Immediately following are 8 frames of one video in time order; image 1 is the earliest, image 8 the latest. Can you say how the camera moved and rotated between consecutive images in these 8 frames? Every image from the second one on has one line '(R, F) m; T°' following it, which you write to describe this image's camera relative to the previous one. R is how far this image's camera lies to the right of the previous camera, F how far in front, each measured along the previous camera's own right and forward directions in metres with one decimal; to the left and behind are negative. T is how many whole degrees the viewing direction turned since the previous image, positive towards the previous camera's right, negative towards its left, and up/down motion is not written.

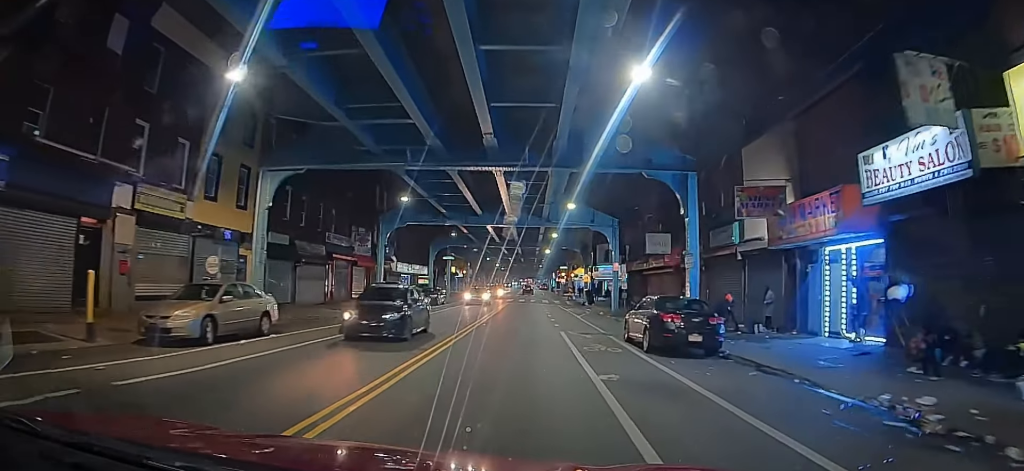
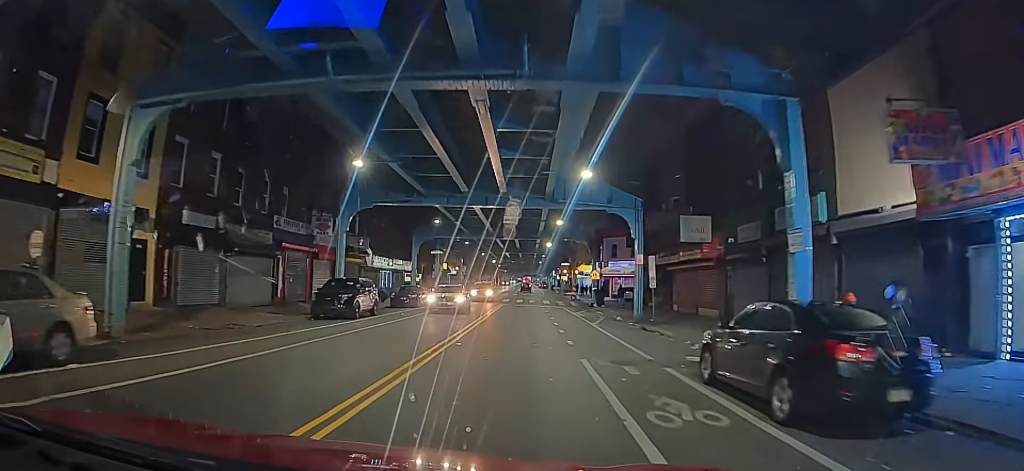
(0.0, +7.6) m; 0°
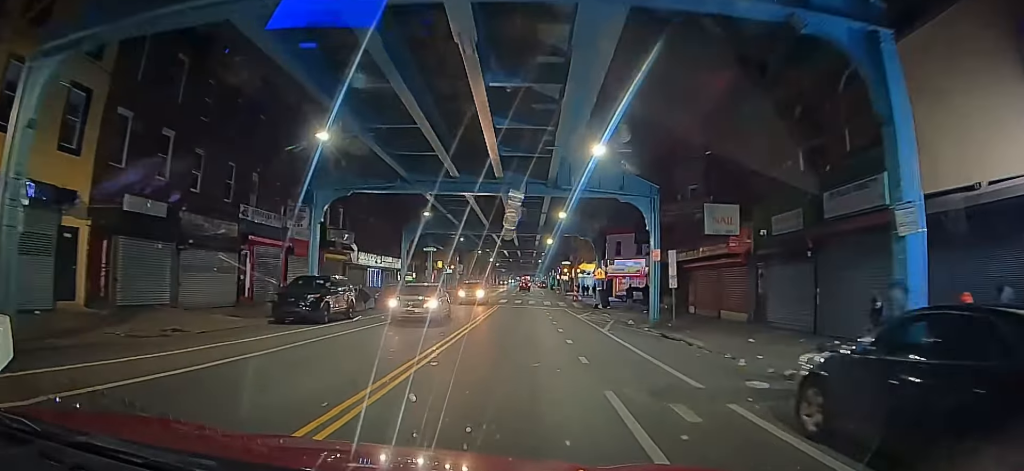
(0.0, +3.7) m; 0°
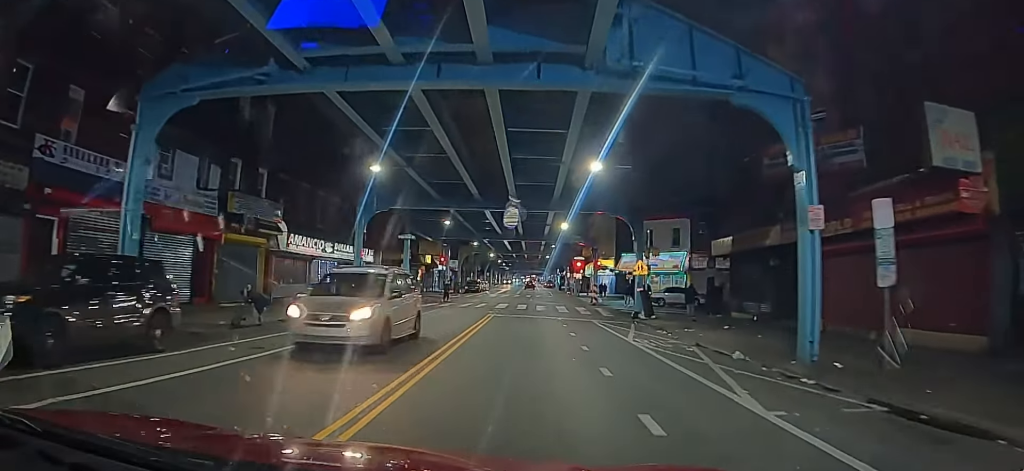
(-0.4, +12.2) m; -4°
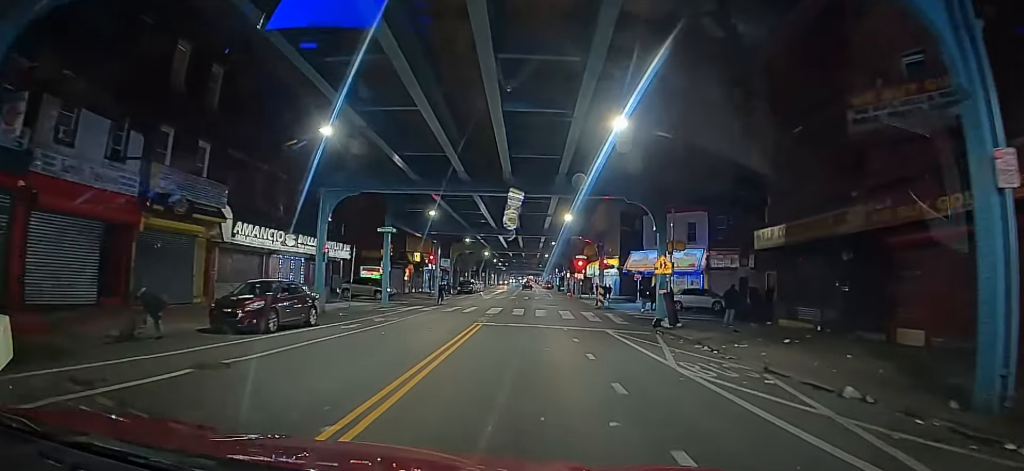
(-0.3, +5.1) m; 0°
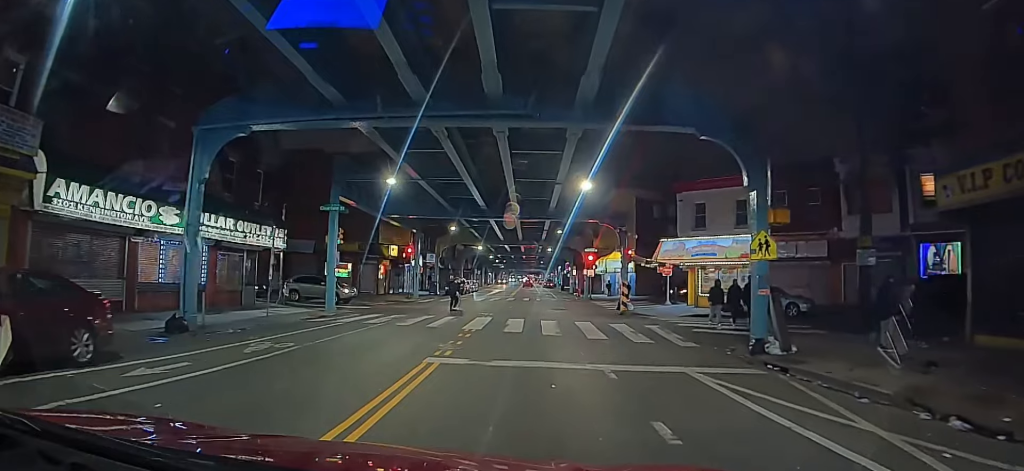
(+0.8, +10.1) m; +2°
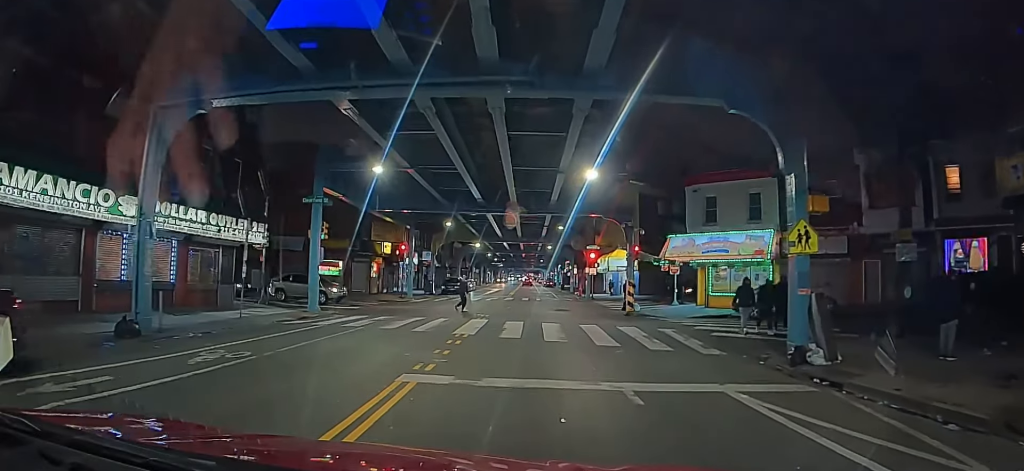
(+0.1, +2.4) m; -2°
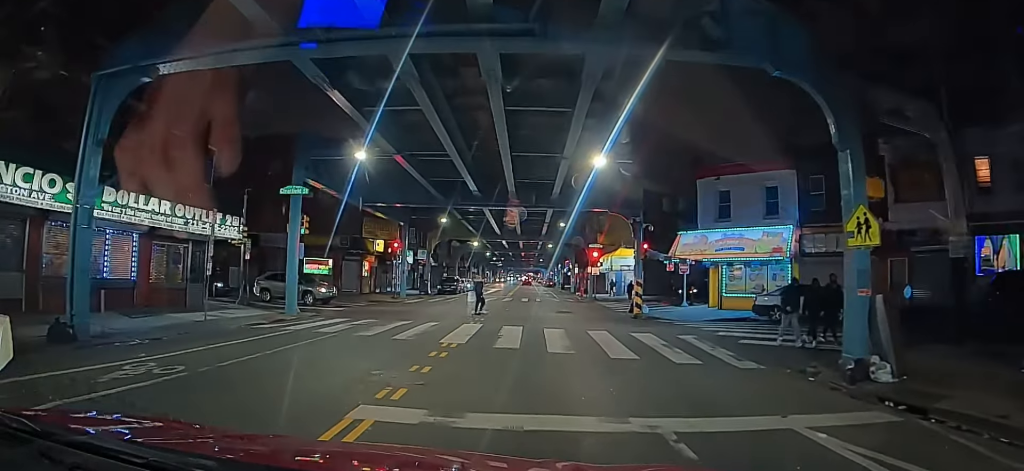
(-0.3, +2.7) m; -2°
